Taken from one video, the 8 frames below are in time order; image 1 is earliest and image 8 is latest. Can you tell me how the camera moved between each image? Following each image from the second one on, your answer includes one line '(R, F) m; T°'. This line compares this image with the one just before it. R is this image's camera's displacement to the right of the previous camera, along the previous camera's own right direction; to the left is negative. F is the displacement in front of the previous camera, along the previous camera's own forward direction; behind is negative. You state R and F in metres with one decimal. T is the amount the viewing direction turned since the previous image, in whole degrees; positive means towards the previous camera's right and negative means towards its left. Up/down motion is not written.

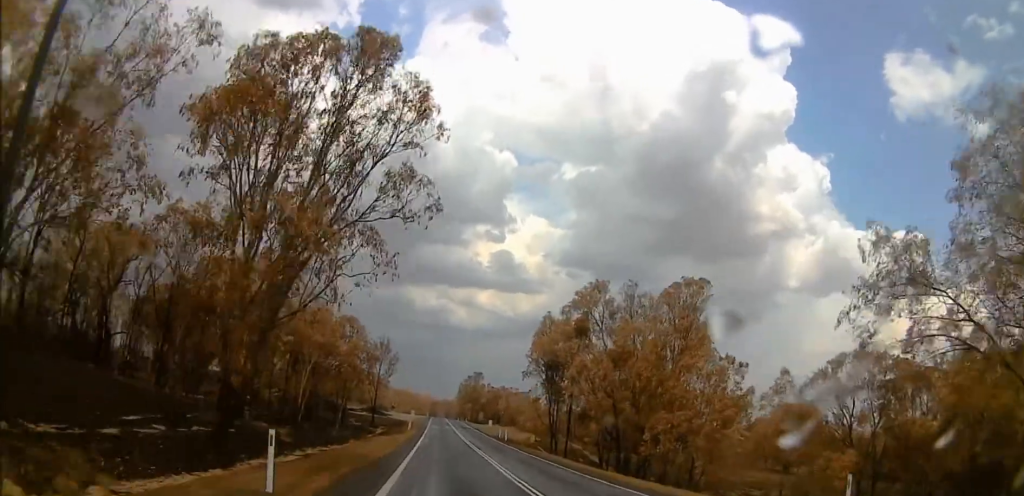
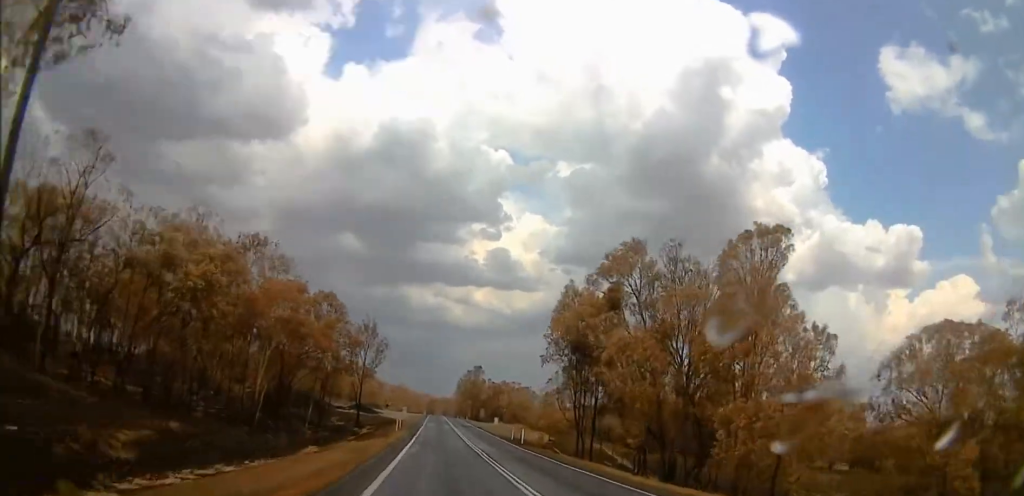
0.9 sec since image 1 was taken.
(+0.3, +15.0) m; 0°
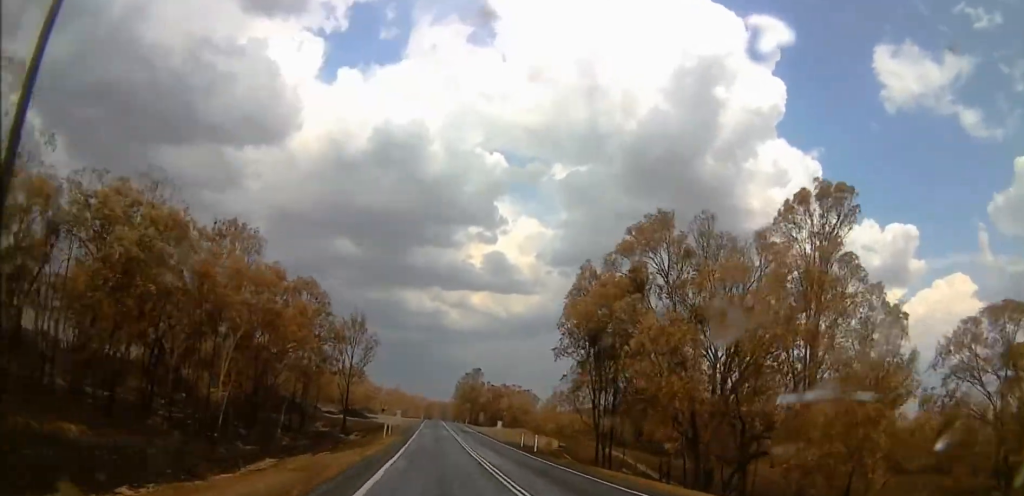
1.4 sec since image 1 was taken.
(0.0, +8.4) m; -1°
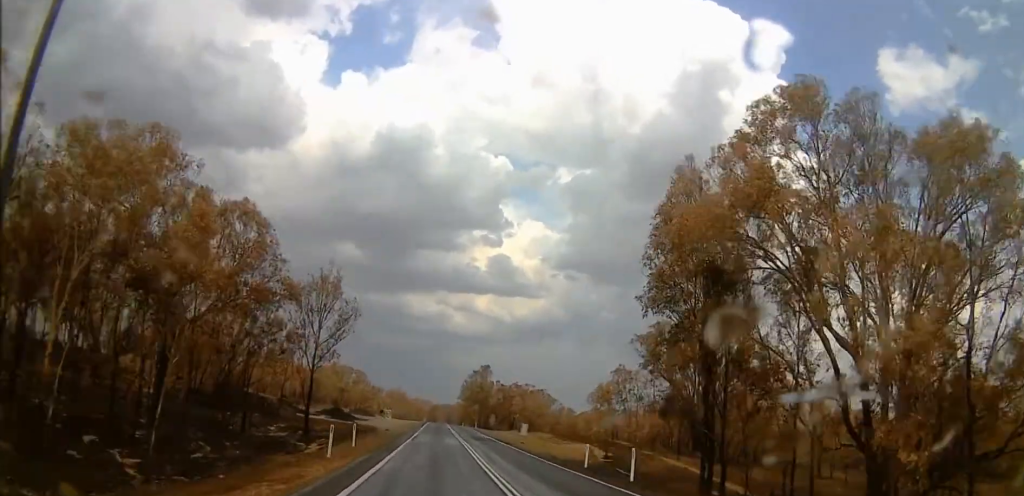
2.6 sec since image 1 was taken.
(-0.5, +21.3) m; -1°
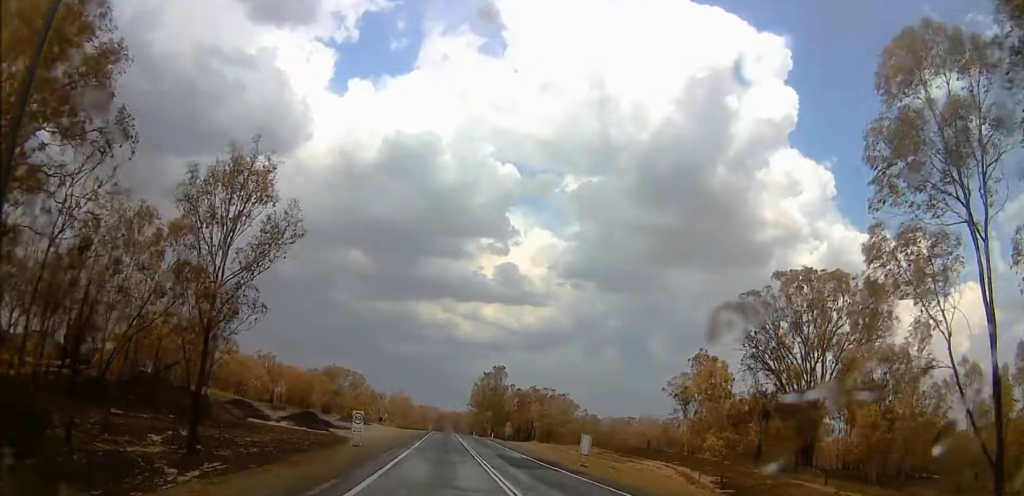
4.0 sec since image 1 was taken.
(0.0, +23.8) m; 0°
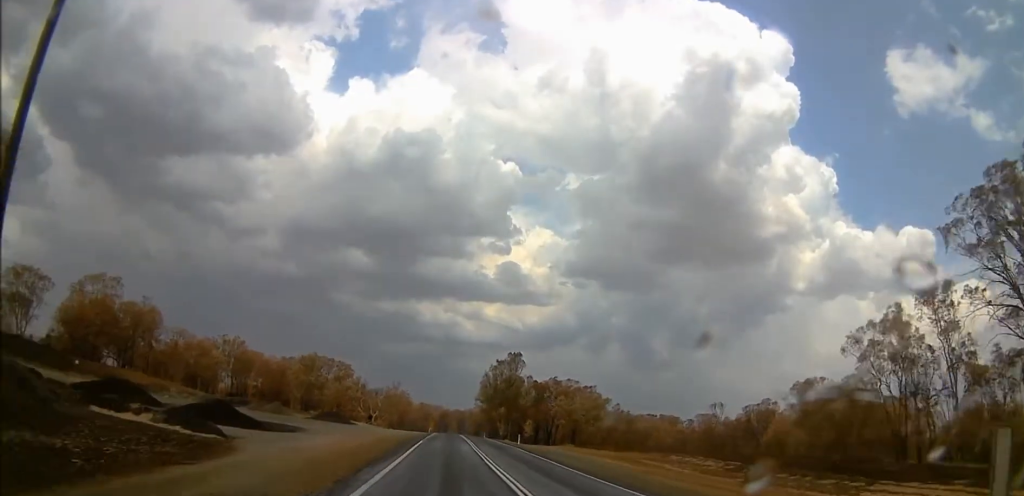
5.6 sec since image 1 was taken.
(0.0, +30.0) m; 0°
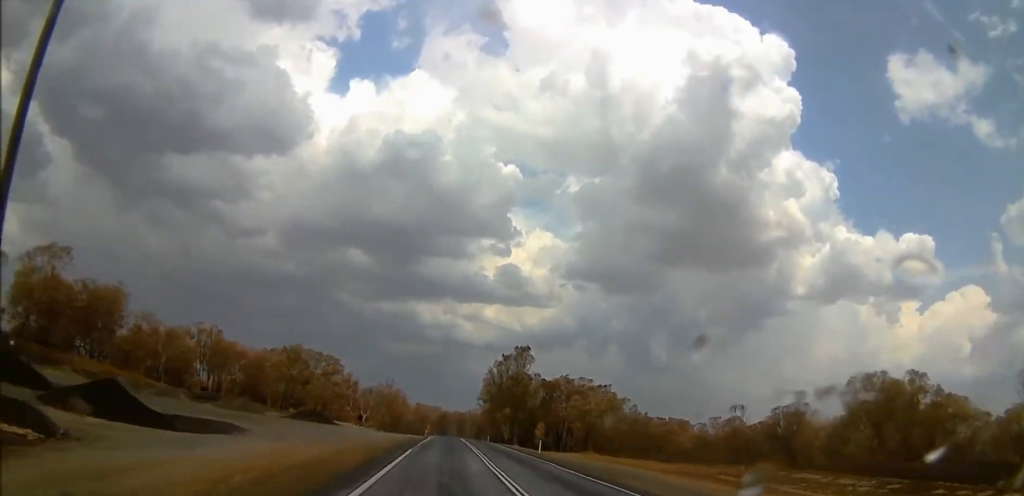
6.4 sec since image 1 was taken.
(0.0, +14.7) m; 0°
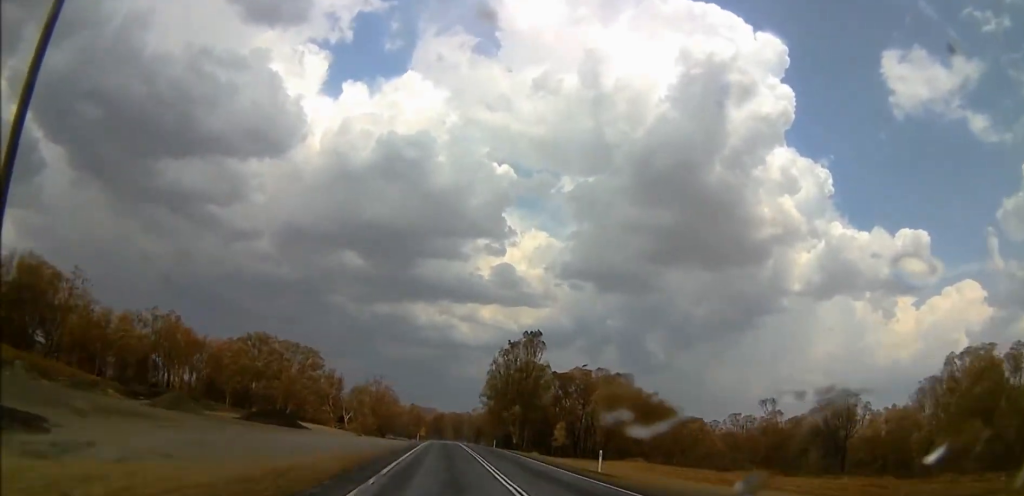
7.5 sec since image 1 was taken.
(+0.2, +19.6) m; +3°
